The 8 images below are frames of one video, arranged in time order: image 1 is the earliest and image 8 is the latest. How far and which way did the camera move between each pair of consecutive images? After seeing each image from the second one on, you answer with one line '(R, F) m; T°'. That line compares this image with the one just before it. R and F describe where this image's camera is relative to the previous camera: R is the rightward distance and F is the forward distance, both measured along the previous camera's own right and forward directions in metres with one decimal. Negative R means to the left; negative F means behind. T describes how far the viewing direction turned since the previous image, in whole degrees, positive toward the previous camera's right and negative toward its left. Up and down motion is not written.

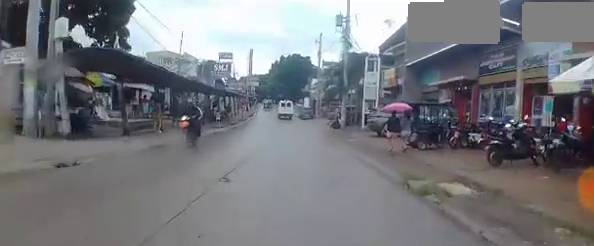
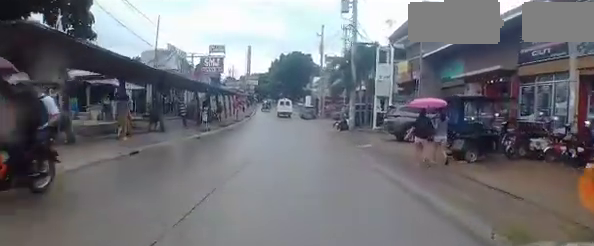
(+0.1, +3.4) m; -2°
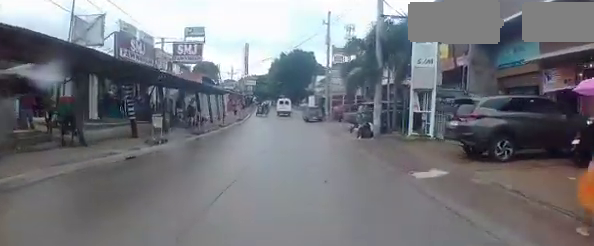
(-0.4, +6.5) m; 0°
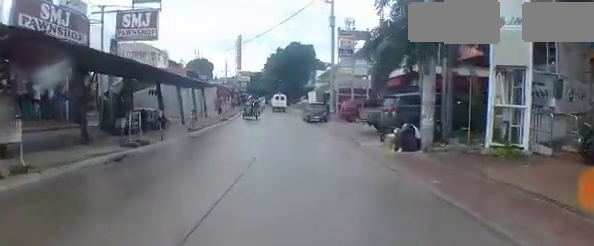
(+0.3, +6.5) m; 0°
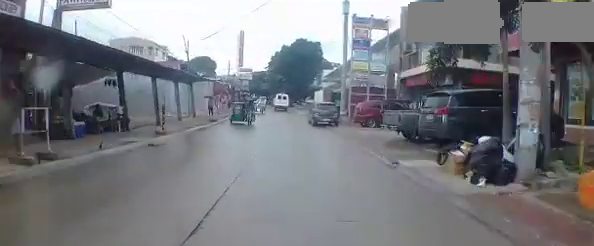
(0.0, +4.1) m; -1°
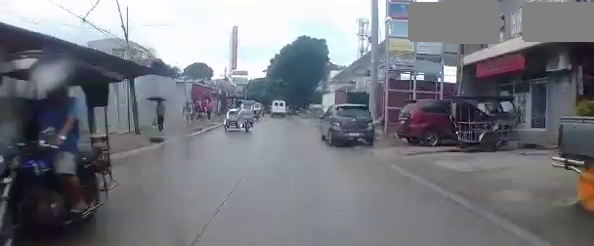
(-0.5, +8.6) m; -3°
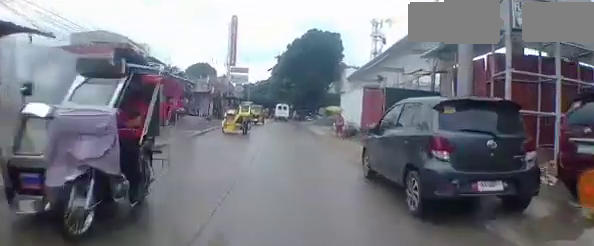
(0.0, +8.0) m; 0°
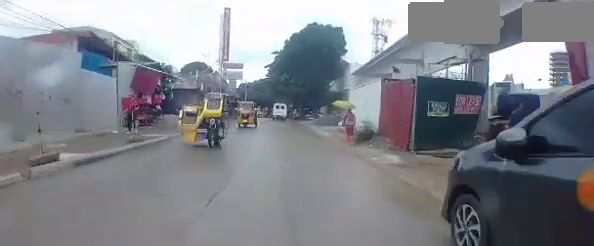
(0.0, +4.1) m; 0°
